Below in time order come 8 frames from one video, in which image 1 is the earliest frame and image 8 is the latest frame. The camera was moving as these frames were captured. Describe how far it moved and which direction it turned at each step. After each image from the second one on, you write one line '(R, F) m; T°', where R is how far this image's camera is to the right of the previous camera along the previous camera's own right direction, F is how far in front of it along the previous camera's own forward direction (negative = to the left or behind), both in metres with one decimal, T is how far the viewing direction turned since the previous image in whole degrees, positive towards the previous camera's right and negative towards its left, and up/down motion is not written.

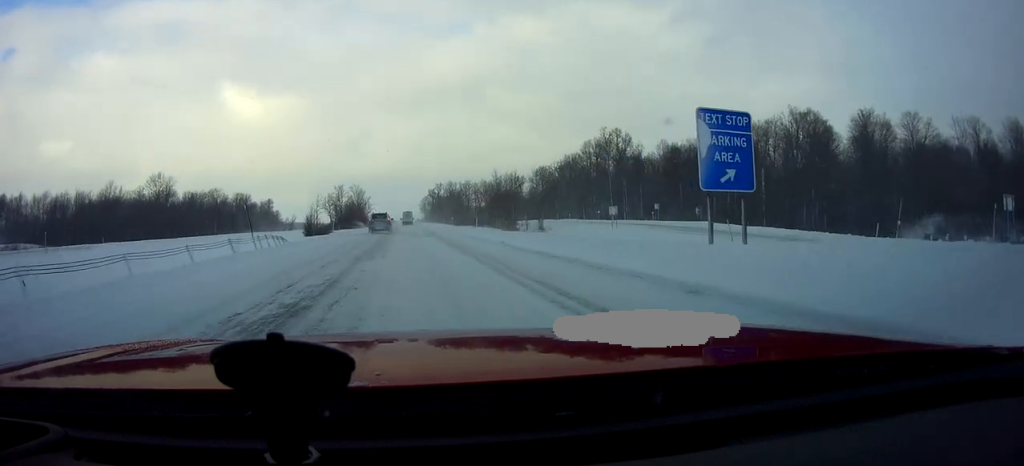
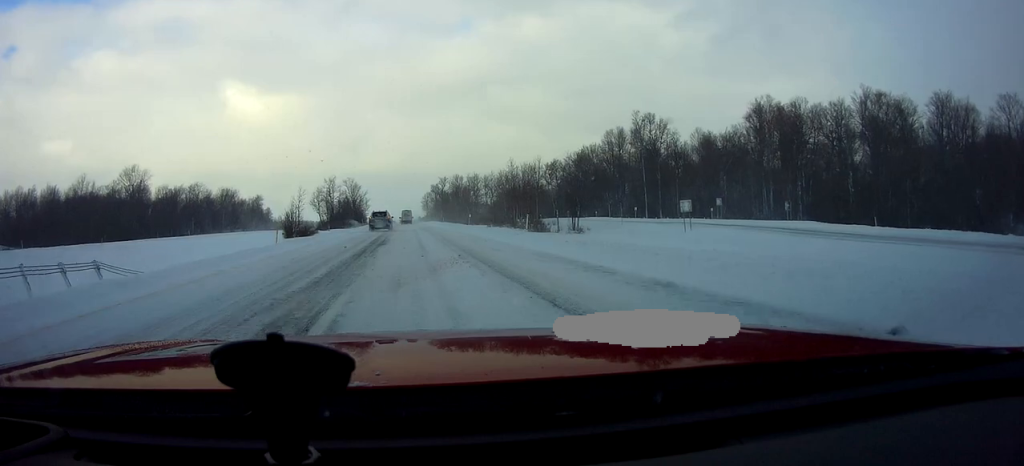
(-0.1, +21.6) m; 0°
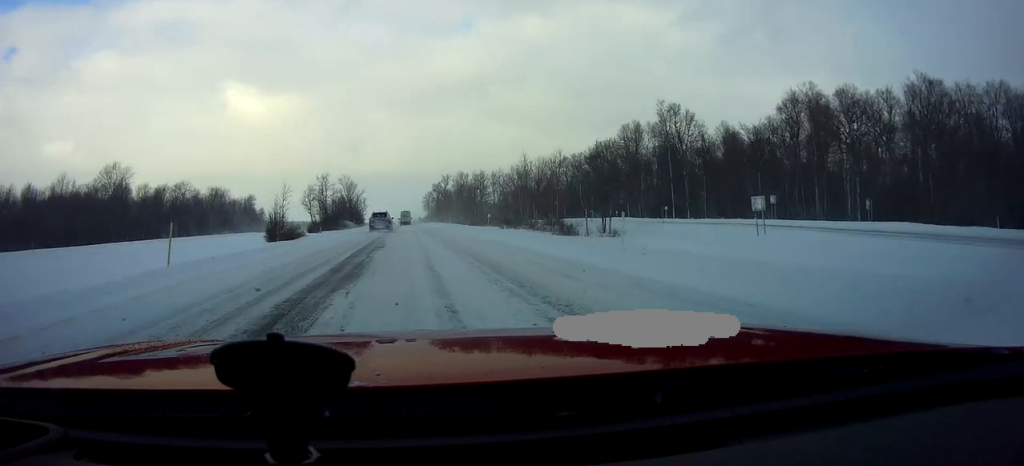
(0.0, +13.3) m; 0°
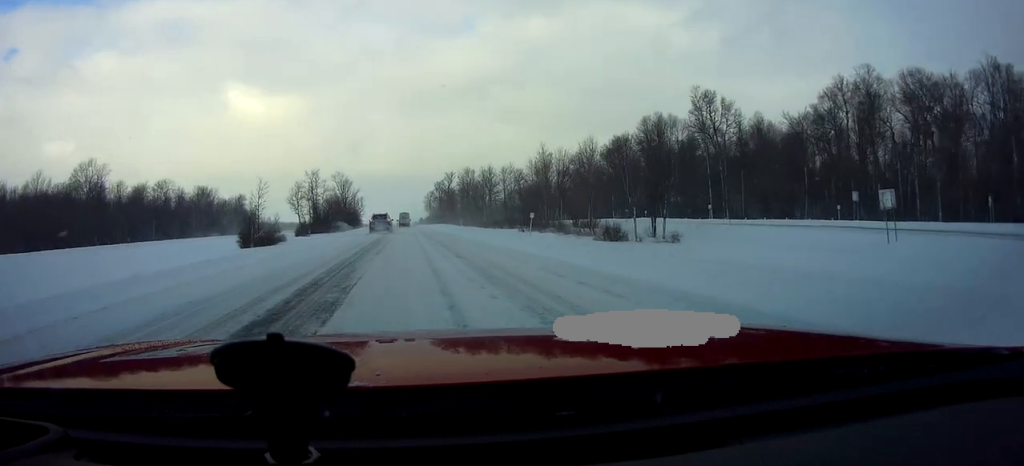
(+0.1, +14.9) m; +1°
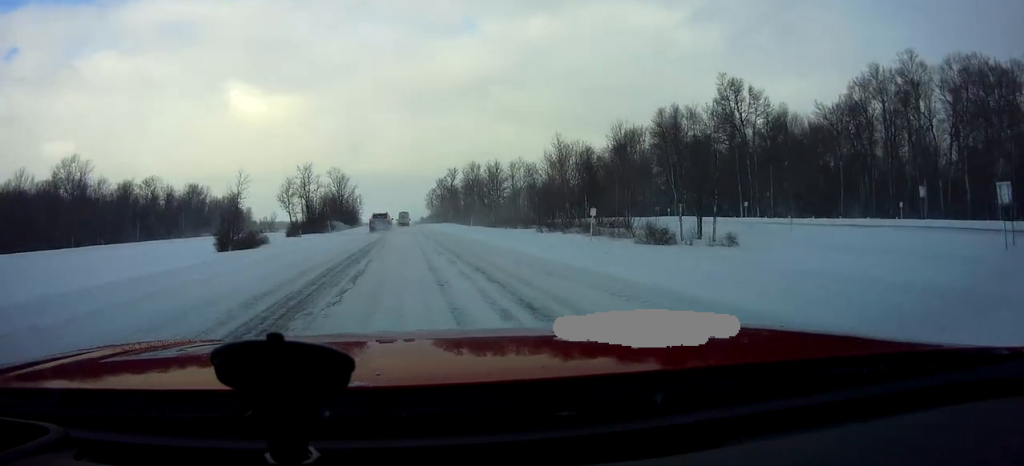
(0.0, +9.4) m; +1°
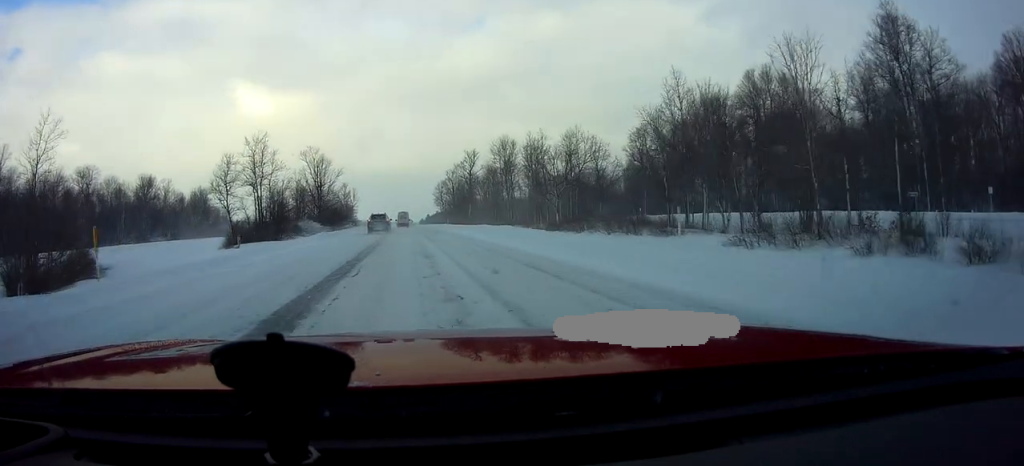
(-0.7, +39.0) m; -3°
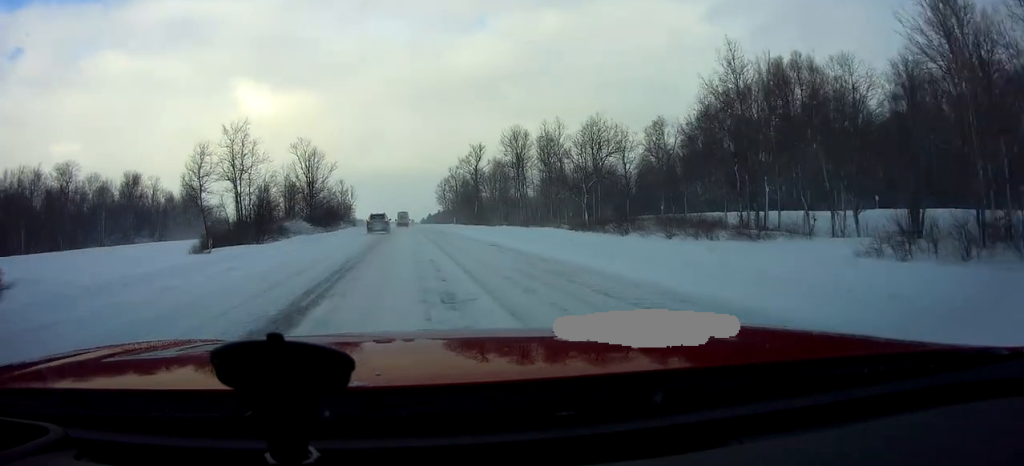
(0.0, +9.2) m; 0°
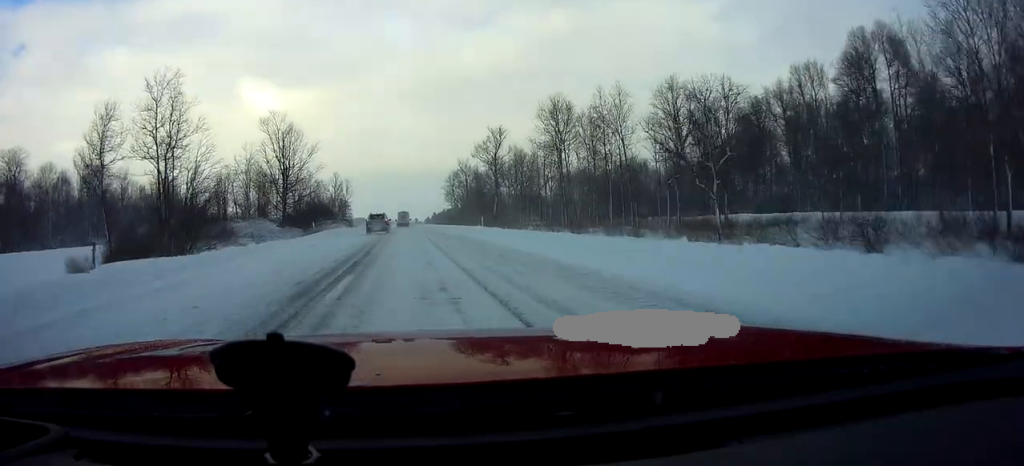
(0.0, +21.0) m; 0°
